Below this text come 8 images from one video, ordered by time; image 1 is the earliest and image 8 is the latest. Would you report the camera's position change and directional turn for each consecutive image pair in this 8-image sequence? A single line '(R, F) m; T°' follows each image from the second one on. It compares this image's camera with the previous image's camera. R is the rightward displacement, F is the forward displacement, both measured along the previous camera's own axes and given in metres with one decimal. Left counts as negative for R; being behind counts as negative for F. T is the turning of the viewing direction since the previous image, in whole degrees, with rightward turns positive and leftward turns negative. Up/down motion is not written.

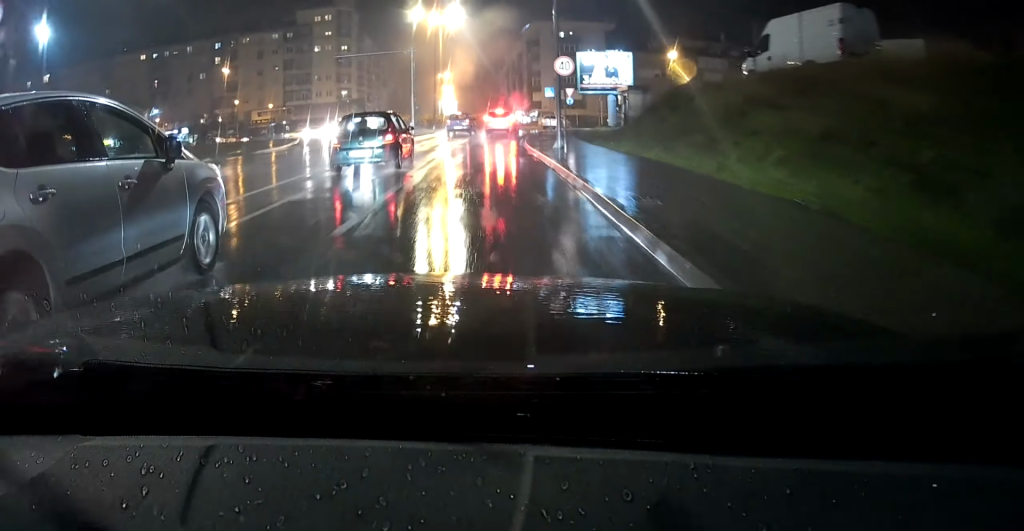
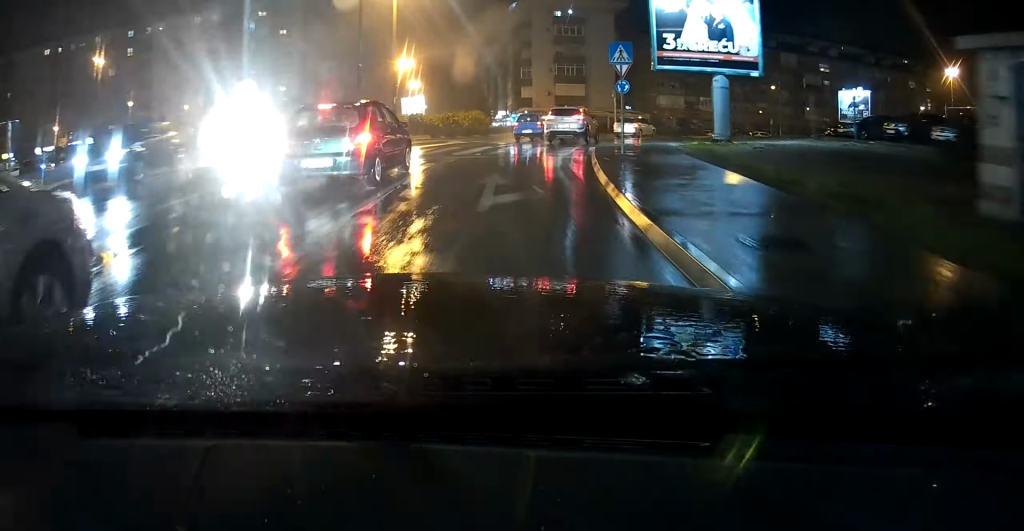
(+0.1, +24.0) m; +4°
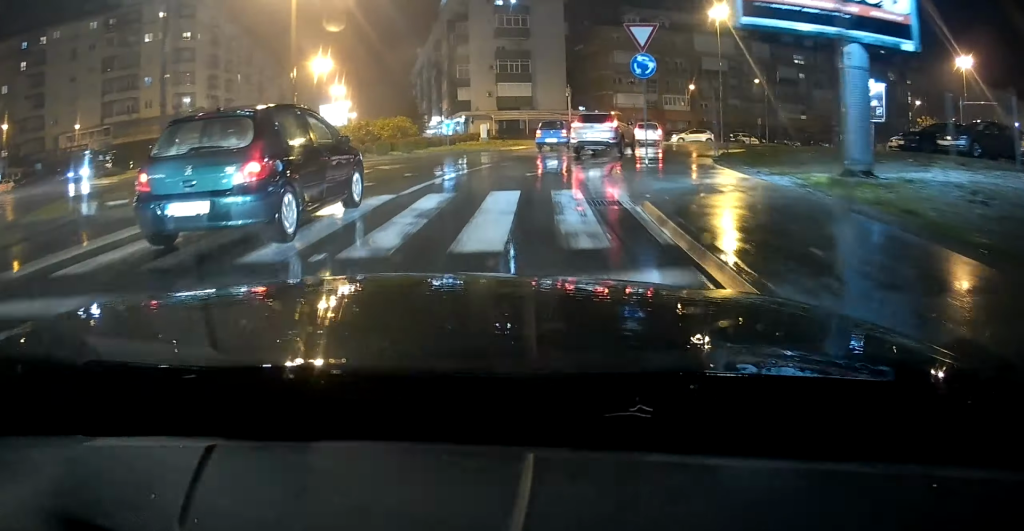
(+0.8, +11.2) m; +8°
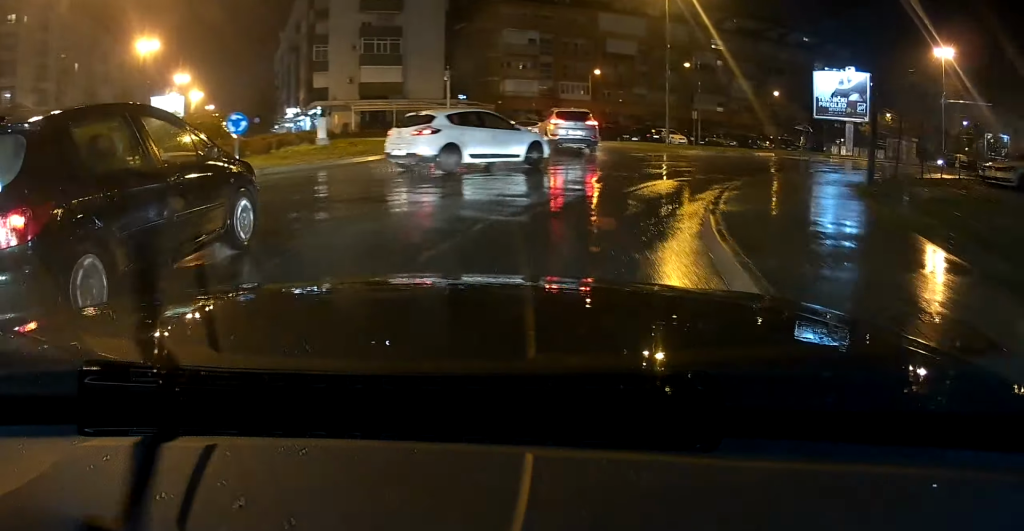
(+1.8, +14.9) m; +22°
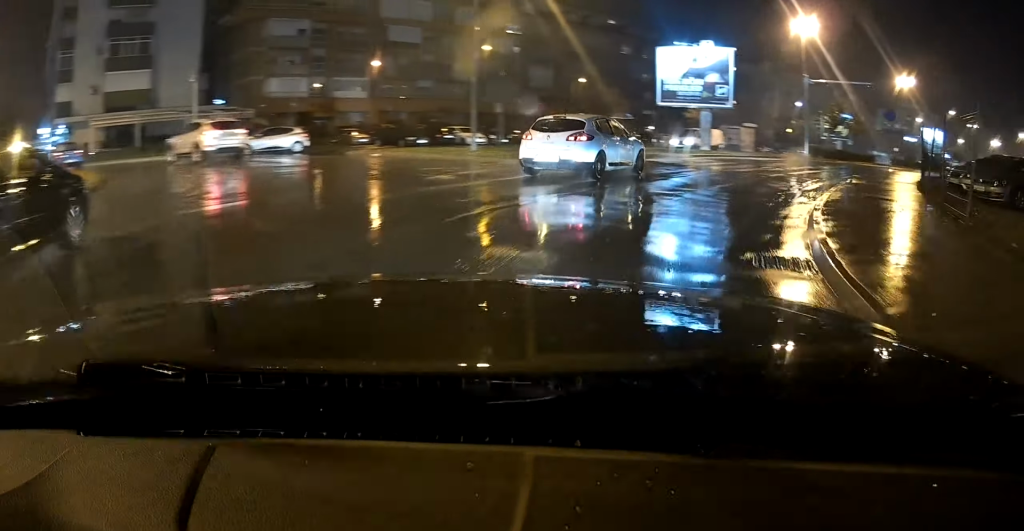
(+2.7, +12.0) m; +23°
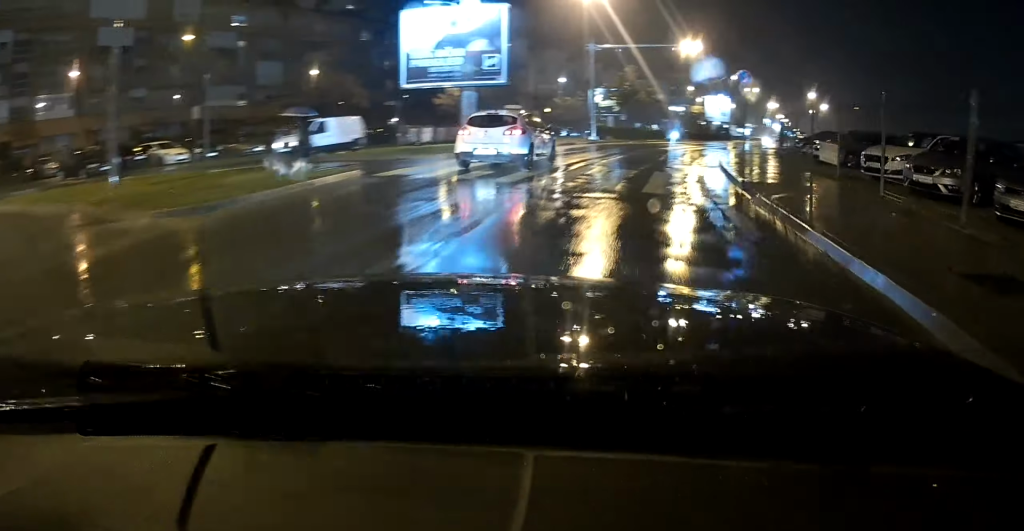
(+1.9, +10.7) m; +14°
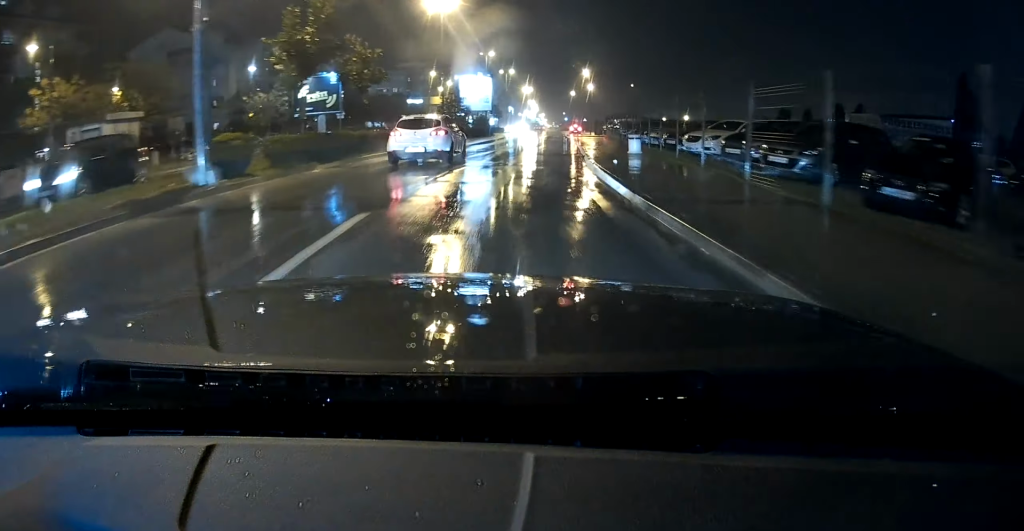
(+4.8, +25.3) m; +16°
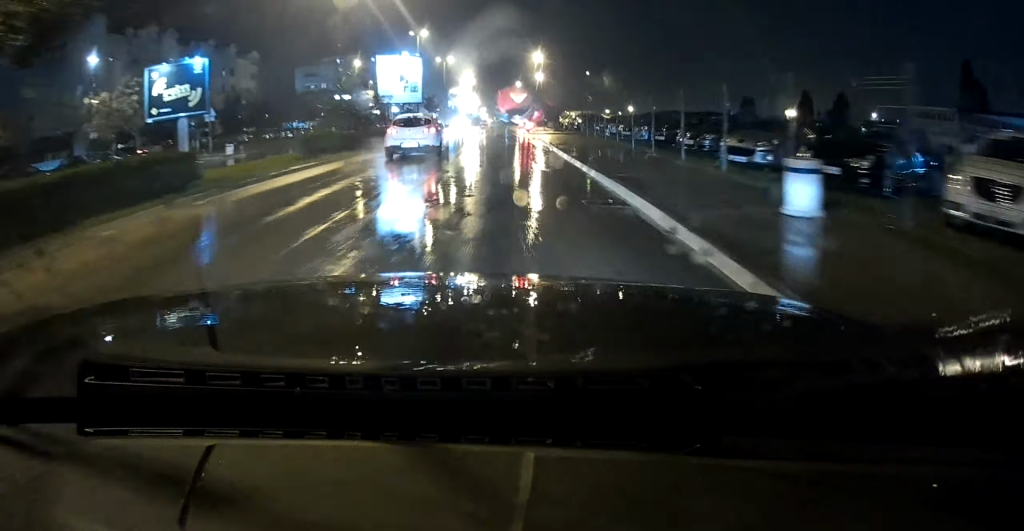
(+0.6, +17.4) m; +2°
